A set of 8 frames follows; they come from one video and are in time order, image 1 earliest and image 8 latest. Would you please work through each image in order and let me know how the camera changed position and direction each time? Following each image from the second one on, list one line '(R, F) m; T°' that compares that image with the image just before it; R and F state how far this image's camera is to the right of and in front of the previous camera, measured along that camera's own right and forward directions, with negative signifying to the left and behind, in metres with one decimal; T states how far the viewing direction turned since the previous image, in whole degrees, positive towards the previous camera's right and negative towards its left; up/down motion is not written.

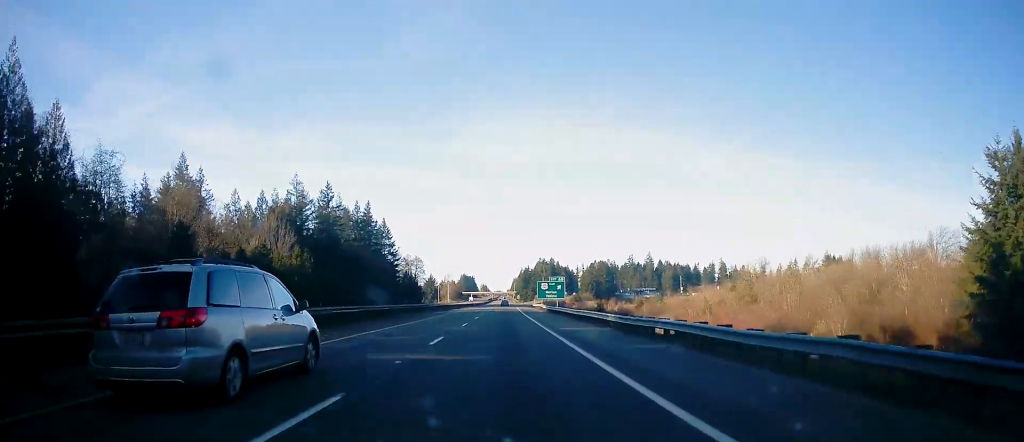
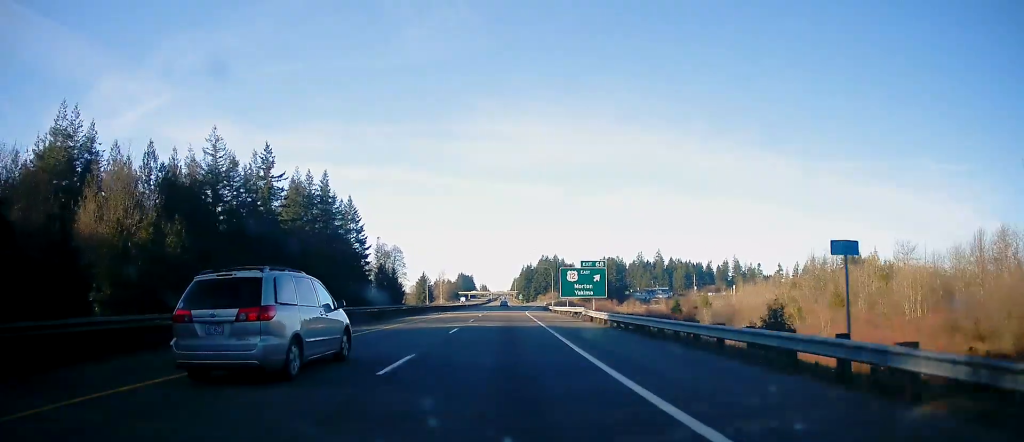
(0.0, +43.5) m; 0°
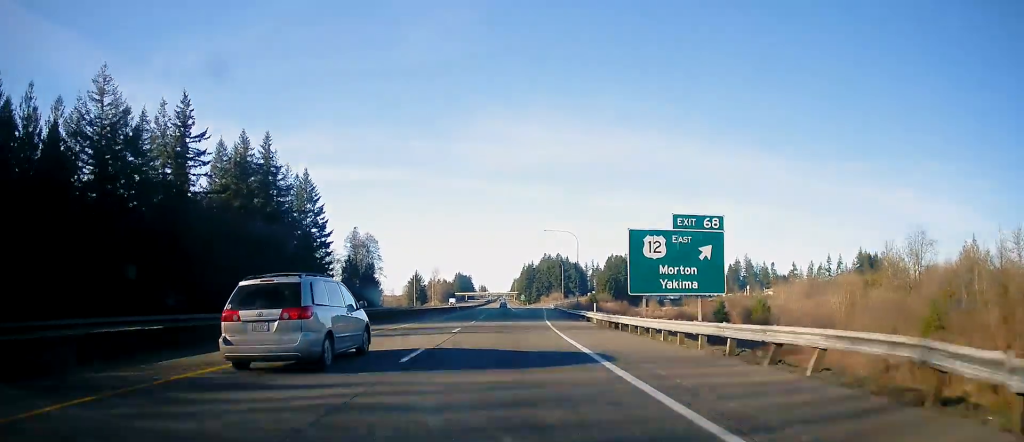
(0.0, +34.5) m; 0°
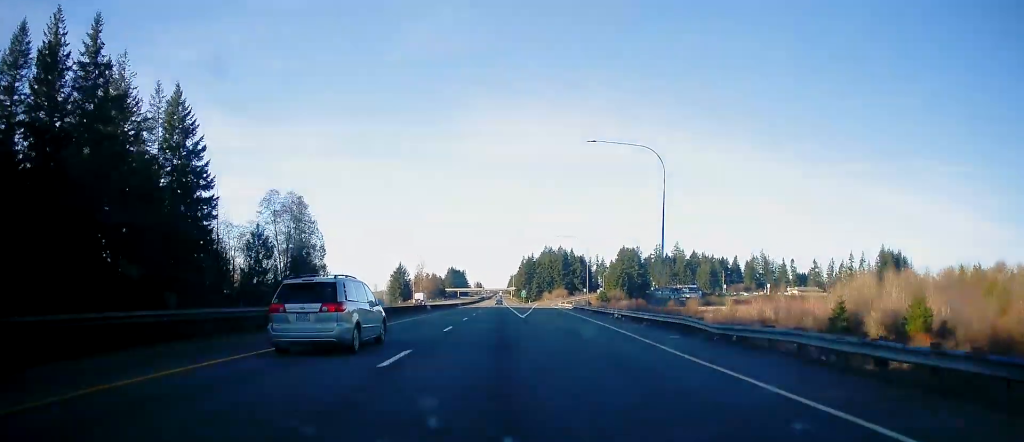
(+0.4, +50.0) m; 0°
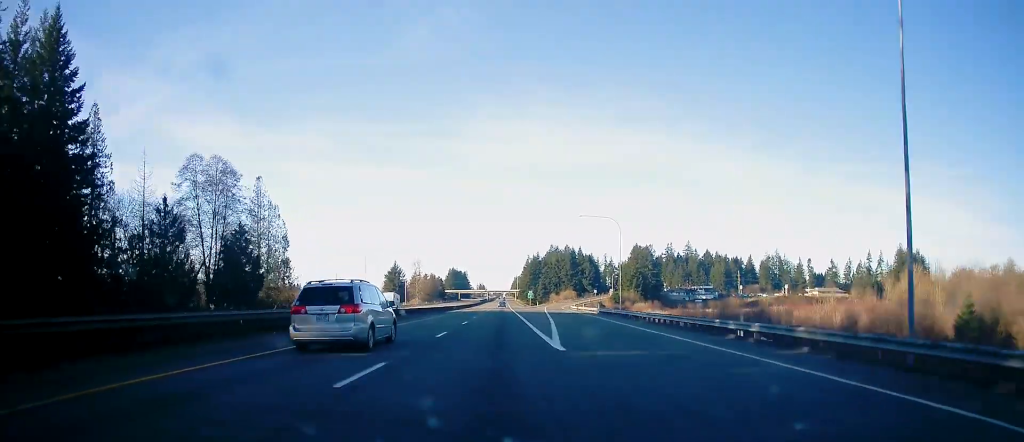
(-0.3, +26.7) m; -1°
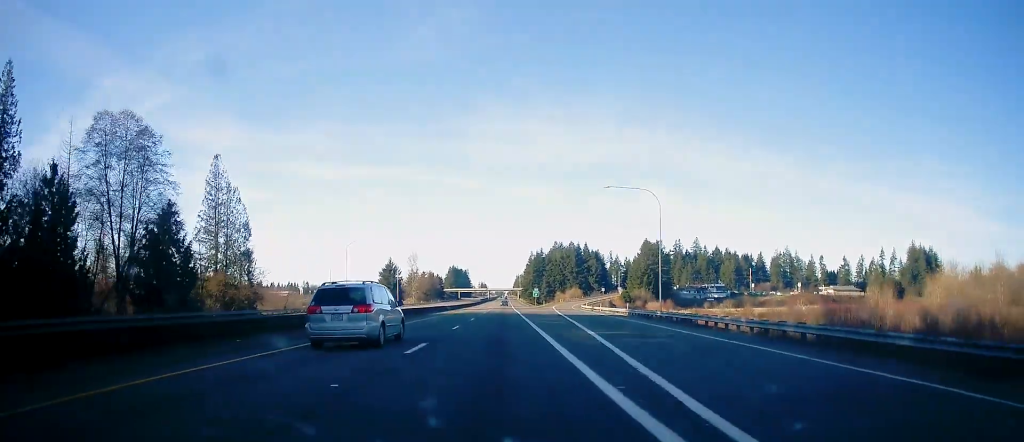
(0.0, +18.8) m; 0°
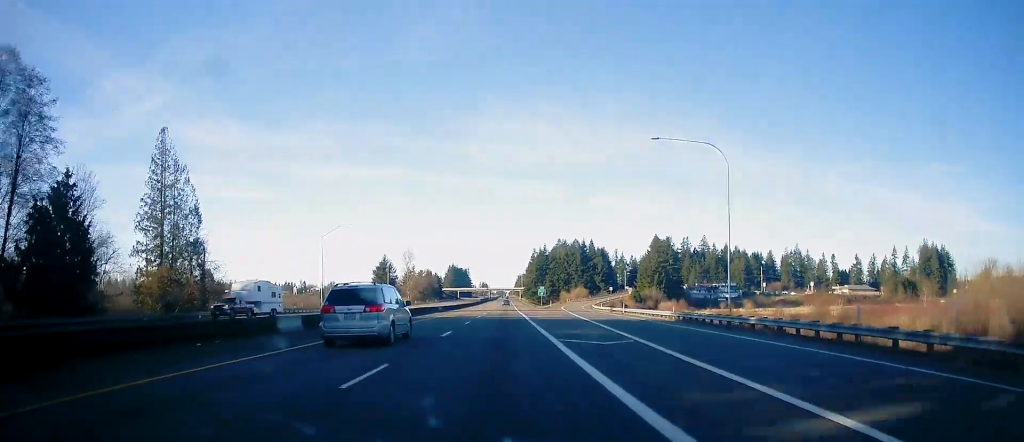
(0.0, +17.7) m; 0°
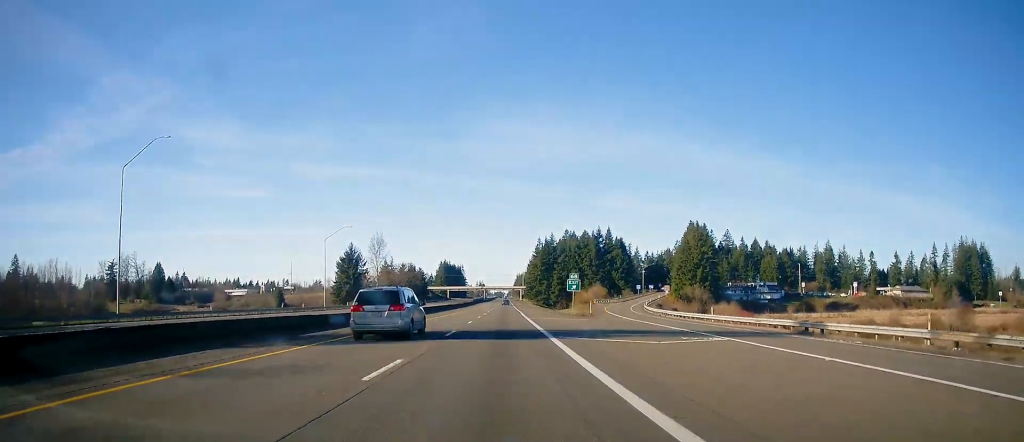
(0.0, +59.9) m; 0°
